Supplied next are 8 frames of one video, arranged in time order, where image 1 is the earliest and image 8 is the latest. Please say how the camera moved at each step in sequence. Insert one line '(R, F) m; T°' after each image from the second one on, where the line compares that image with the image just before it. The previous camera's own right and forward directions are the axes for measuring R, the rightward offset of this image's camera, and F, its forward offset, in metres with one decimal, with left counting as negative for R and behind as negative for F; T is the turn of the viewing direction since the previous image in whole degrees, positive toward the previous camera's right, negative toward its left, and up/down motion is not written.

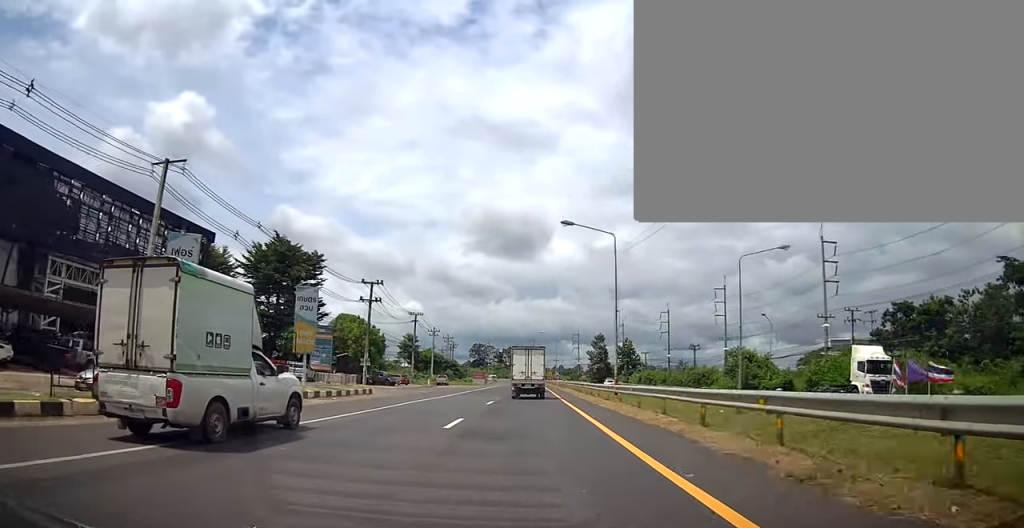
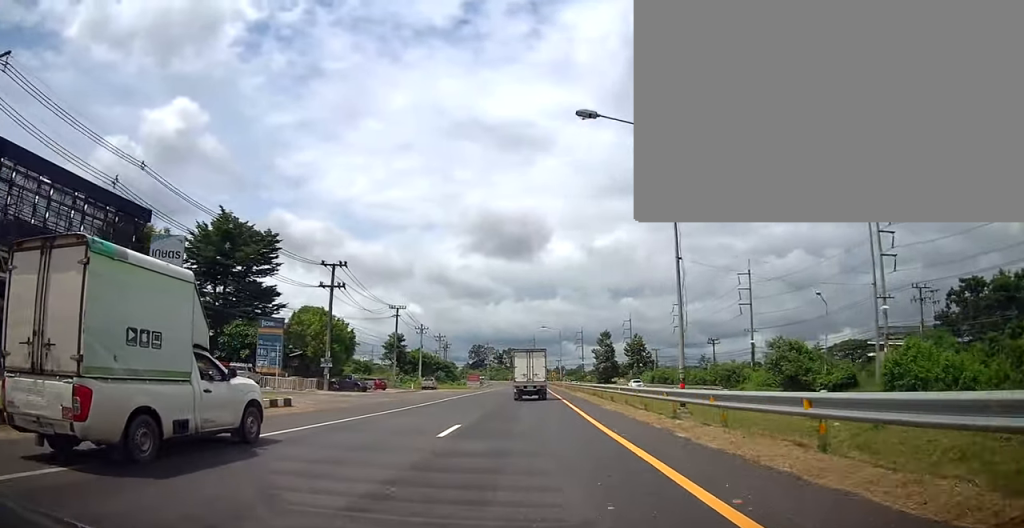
(-0.4, +13.0) m; -1°
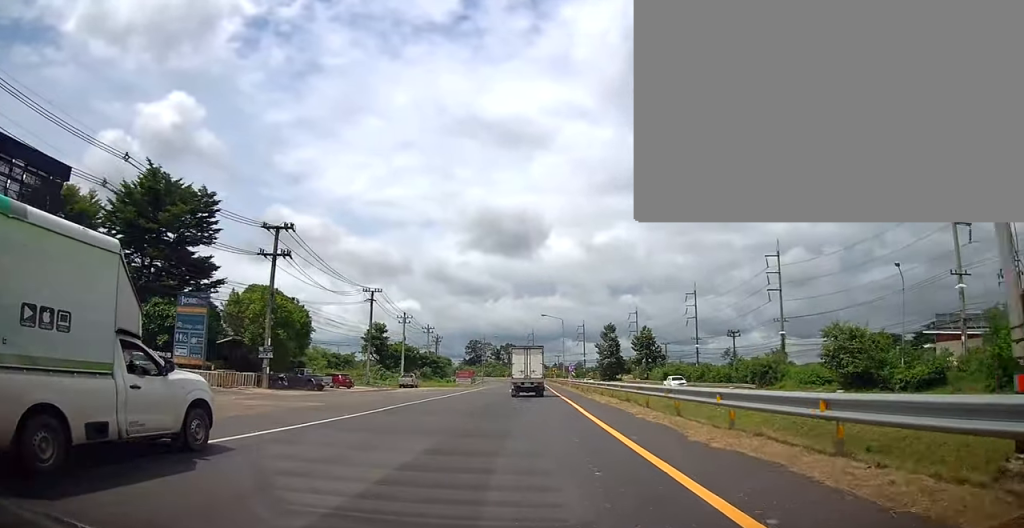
(-0.1, +12.3) m; +1°
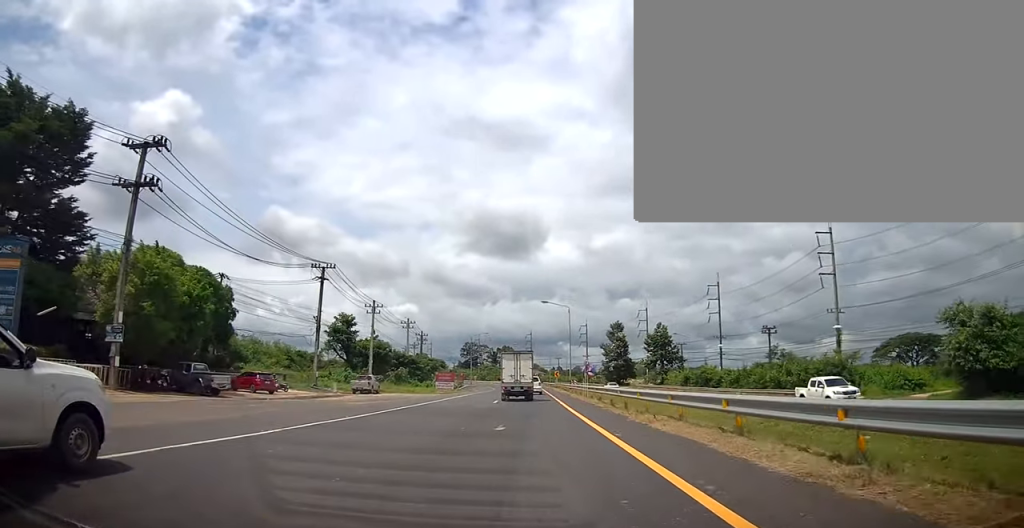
(+0.2, +16.3) m; +1°
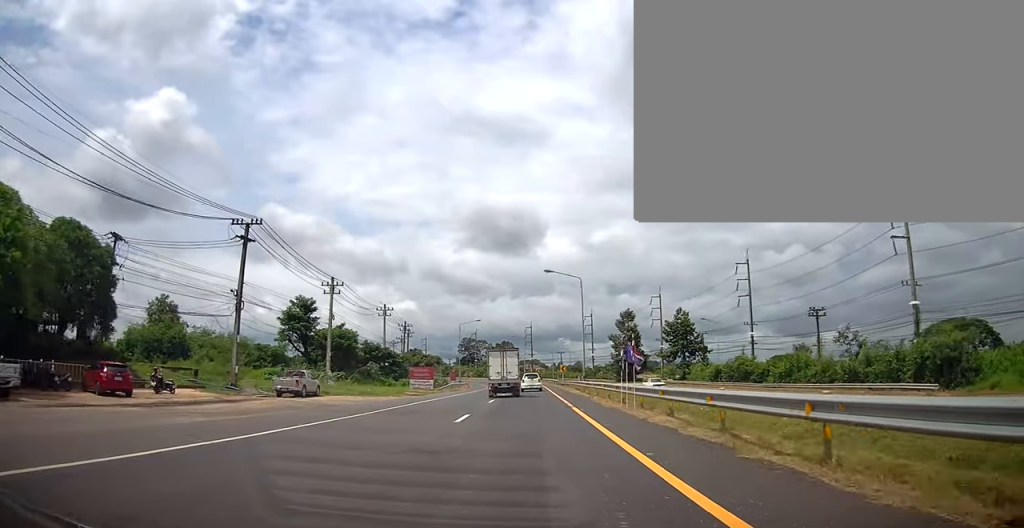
(+0.4, +15.2) m; 0°
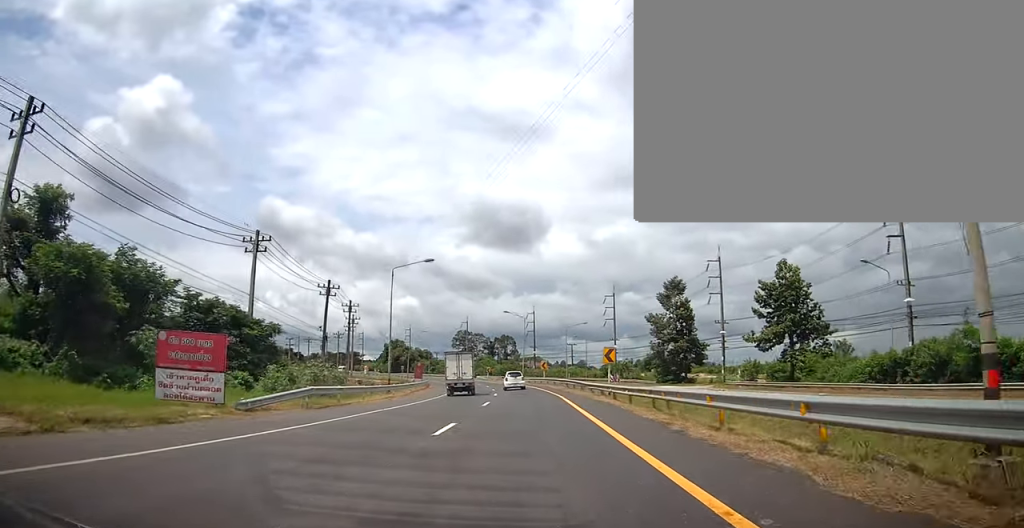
(-1.3, +40.0) m; 0°
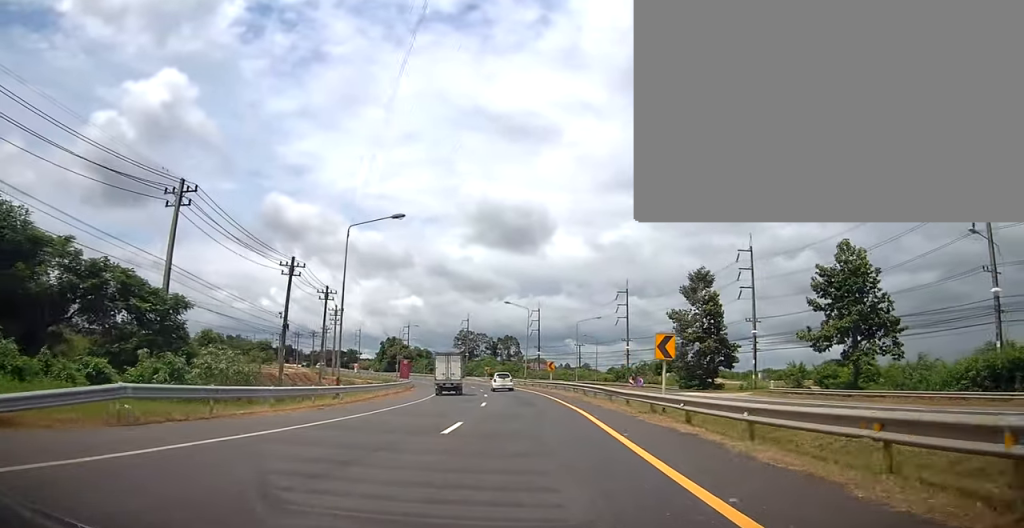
(+0.5, +11.5) m; 0°
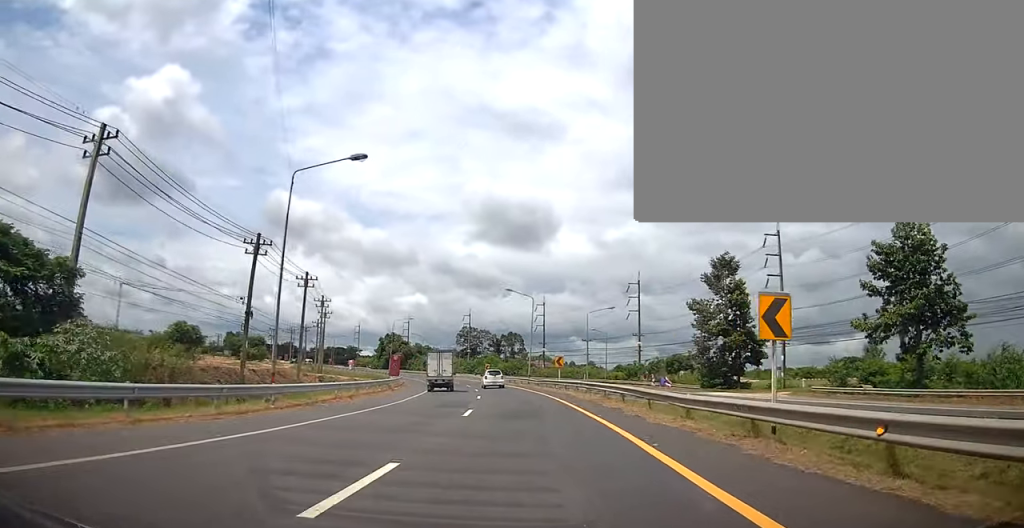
(-0.1, +8.0) m; -1°
